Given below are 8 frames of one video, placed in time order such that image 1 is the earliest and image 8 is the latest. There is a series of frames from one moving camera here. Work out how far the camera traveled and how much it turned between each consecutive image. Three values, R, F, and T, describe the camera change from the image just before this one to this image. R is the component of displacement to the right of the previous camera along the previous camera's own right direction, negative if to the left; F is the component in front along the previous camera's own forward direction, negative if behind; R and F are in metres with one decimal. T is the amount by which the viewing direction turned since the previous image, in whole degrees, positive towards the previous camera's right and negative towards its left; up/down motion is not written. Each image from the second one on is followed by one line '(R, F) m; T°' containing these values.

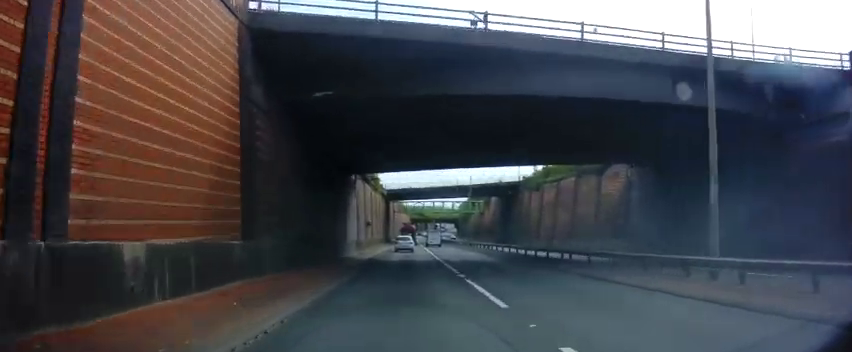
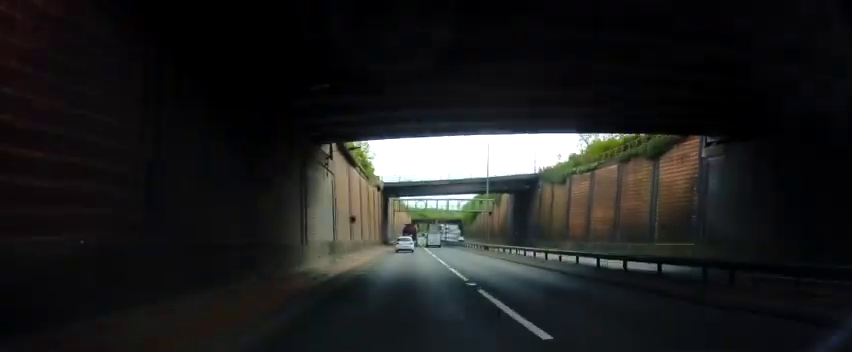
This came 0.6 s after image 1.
(-0.2, +11.7) m; 0°
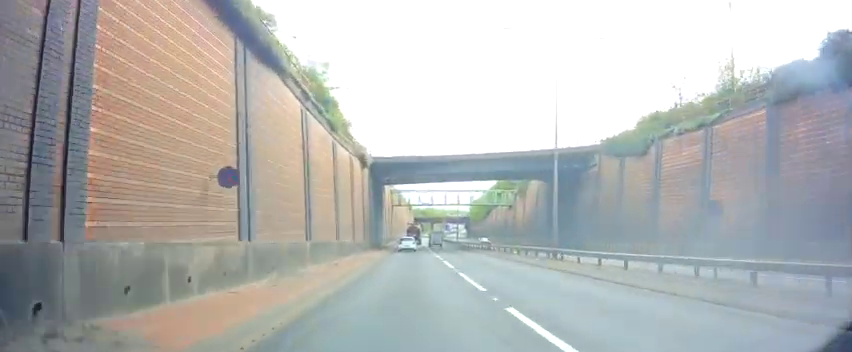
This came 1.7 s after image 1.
(+0.4, +21.3) m; +1°
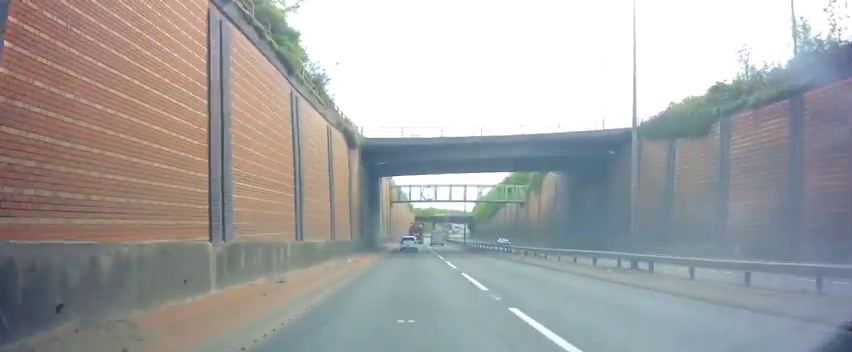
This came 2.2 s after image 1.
(+0.1, +9.0) m; -1°
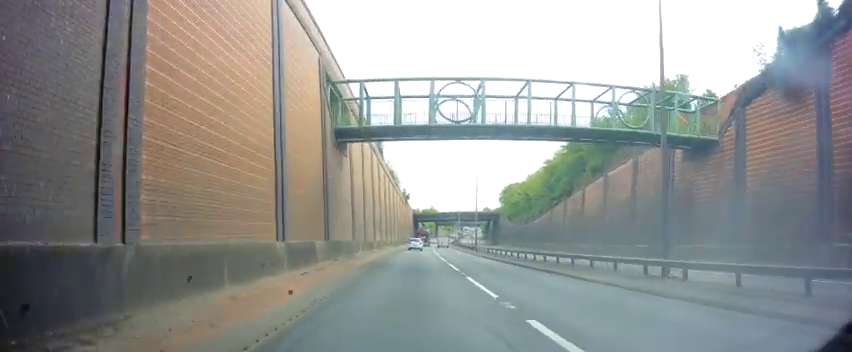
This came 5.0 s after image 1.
(+0.6, +54.5) m; +3°
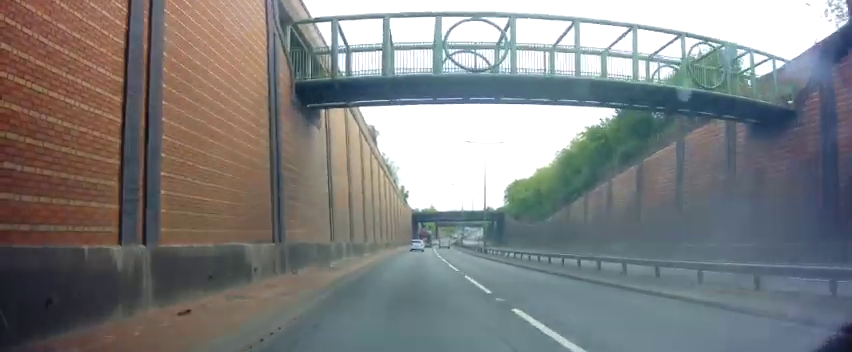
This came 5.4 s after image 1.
(+0.2, +7.5) m; 0°
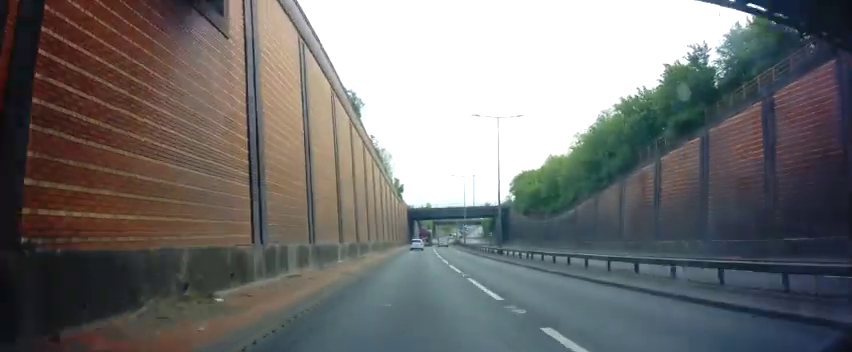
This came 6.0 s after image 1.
(-0.2, +10.3) m; 0°
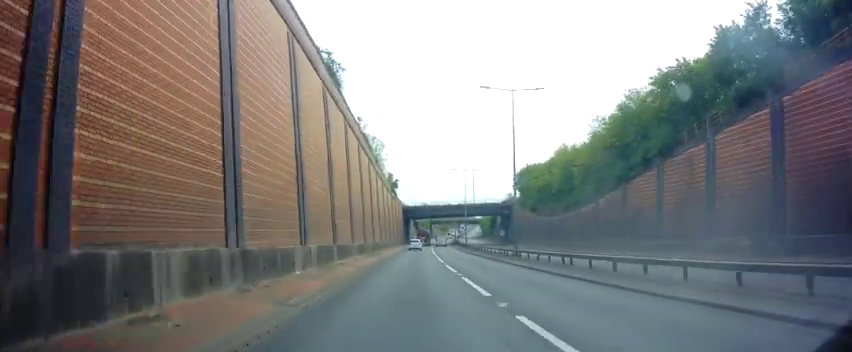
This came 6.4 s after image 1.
(-0.2, +7.7) m; 0°
